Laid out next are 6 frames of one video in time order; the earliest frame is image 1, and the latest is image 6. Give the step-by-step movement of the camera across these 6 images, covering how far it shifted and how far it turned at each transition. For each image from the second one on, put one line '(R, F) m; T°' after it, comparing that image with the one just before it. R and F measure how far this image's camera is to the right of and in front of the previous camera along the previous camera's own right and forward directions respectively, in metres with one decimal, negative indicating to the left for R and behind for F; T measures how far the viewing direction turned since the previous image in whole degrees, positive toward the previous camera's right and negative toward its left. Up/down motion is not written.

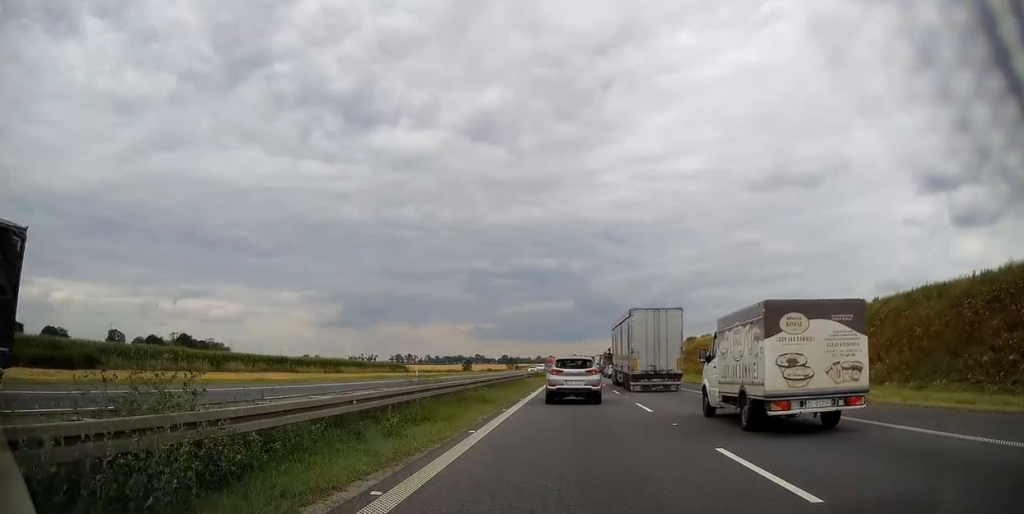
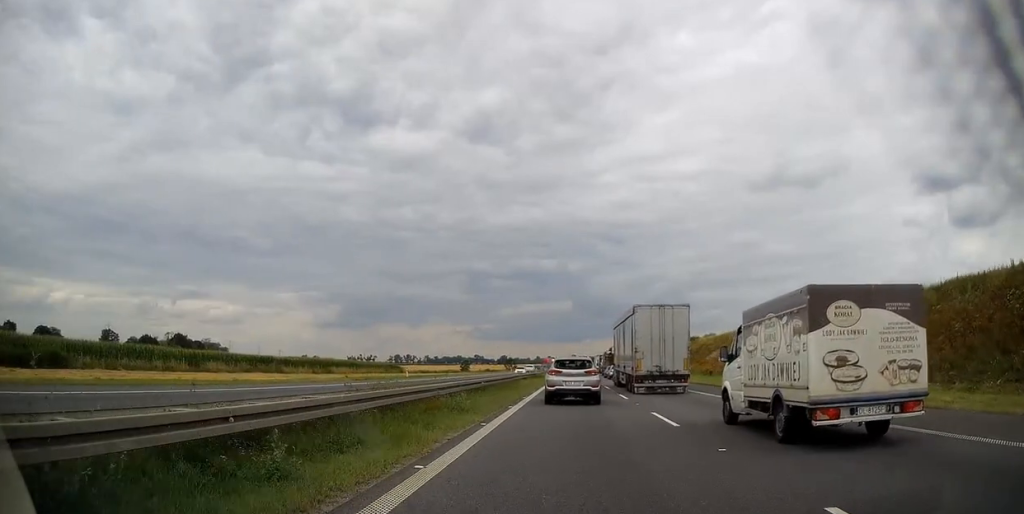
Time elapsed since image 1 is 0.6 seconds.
(+0.2, +4.7) m; +1°
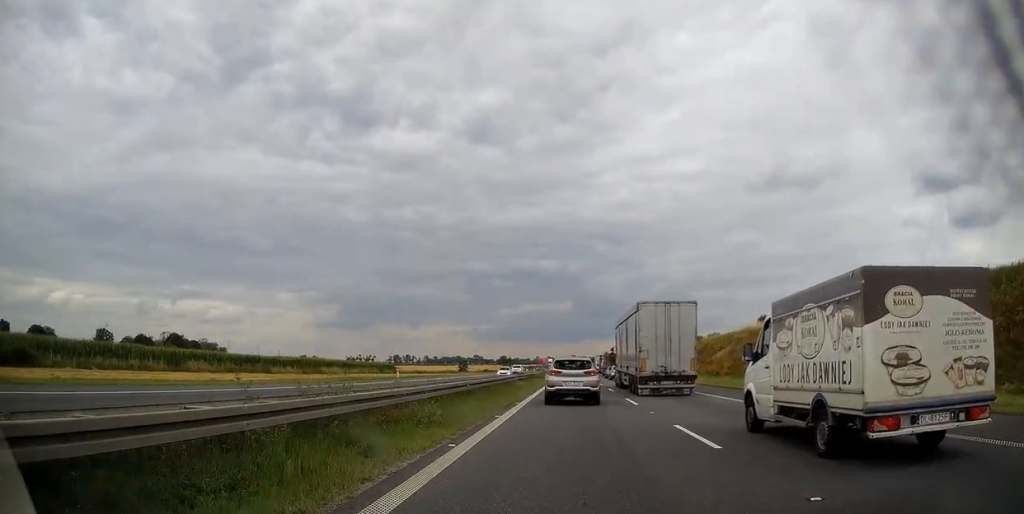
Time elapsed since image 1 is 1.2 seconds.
(-0.1, +3.8) m; 0°
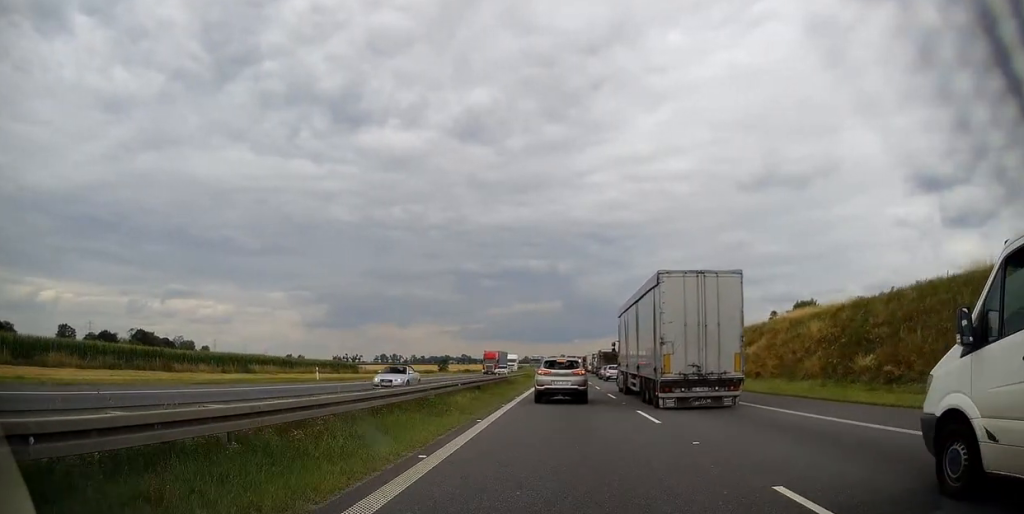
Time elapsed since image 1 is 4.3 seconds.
(+0.1, +18.9) m; +1°
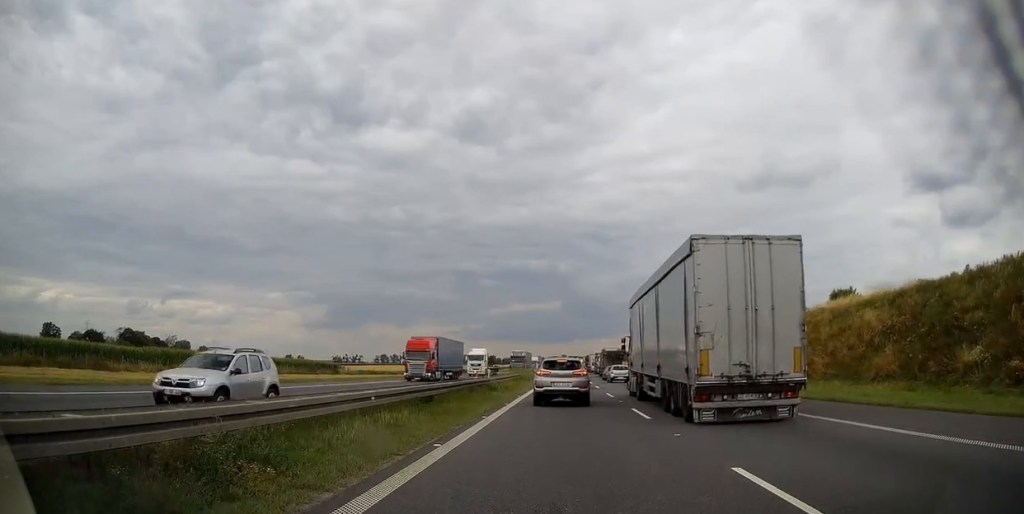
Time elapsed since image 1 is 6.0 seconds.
(0.0, +10.3) m; -1°
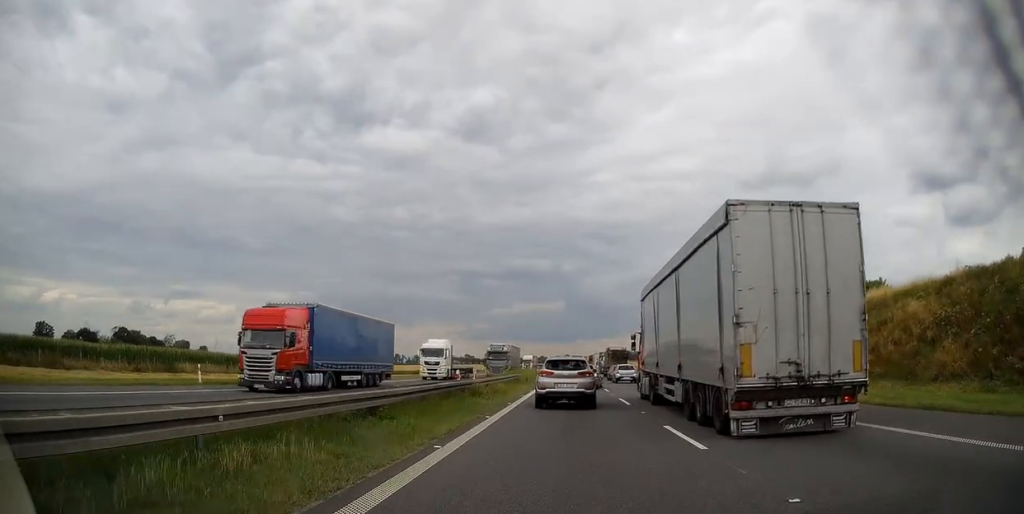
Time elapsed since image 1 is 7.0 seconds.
(-0.1, +5.5) m; -2°
